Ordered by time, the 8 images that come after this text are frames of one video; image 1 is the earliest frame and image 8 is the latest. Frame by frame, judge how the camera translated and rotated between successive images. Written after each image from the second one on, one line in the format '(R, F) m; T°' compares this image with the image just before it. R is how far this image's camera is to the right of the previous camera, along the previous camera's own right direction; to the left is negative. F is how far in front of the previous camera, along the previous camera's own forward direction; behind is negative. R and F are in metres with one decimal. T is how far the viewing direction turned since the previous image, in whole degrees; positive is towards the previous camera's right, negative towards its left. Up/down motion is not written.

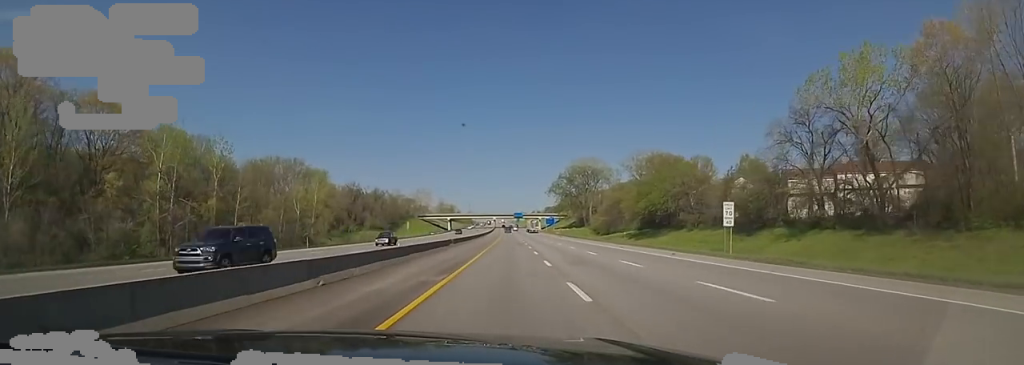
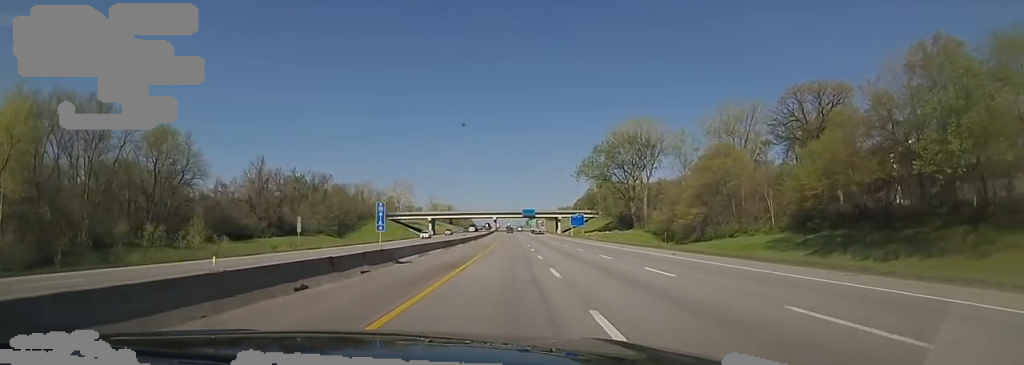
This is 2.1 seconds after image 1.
(-0.3, +73.8) m; 0°
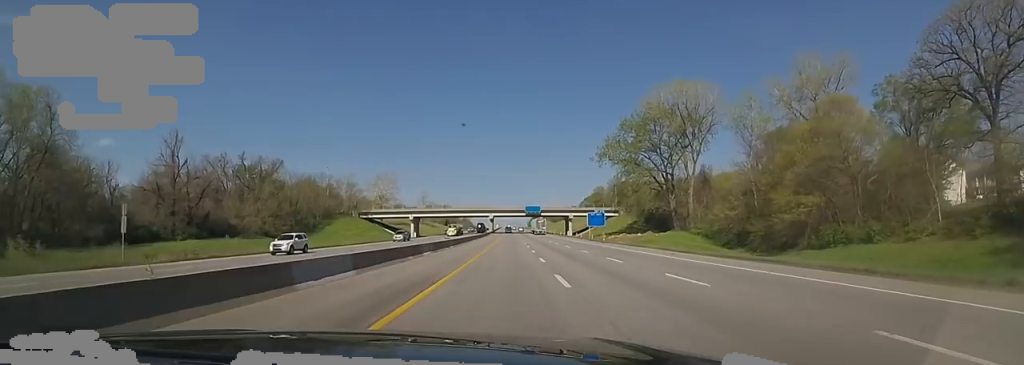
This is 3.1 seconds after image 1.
(-1.3, +32.0) m; 0°
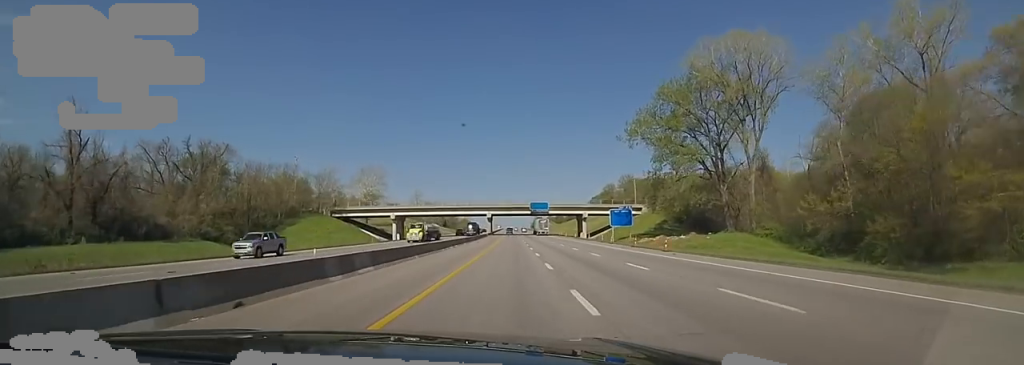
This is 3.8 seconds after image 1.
(+0.7, +24.1) m; 0°
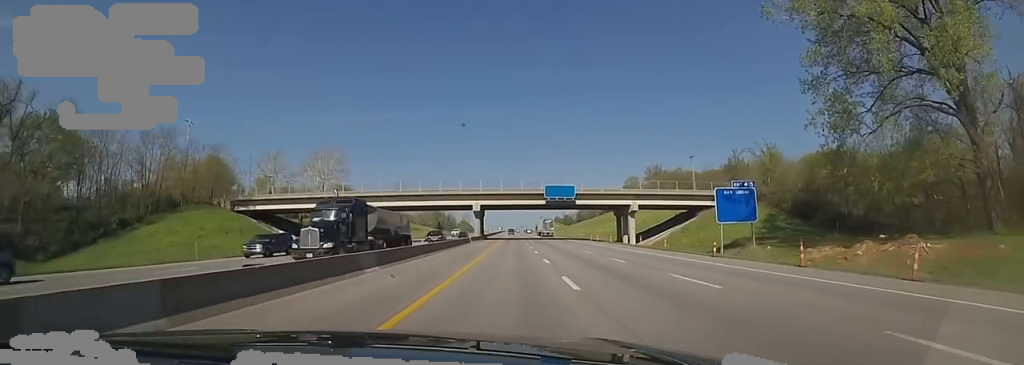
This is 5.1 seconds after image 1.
(-0.8, +45.8) m; -2°
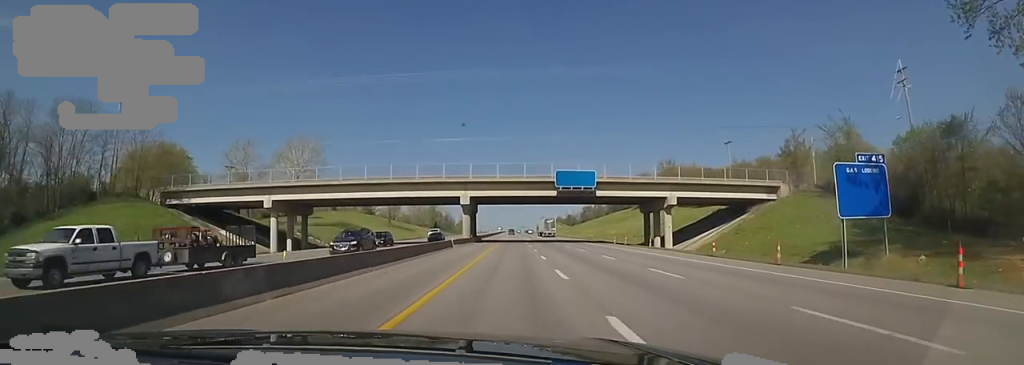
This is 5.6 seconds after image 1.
(0.0, +17.2) m; +1°
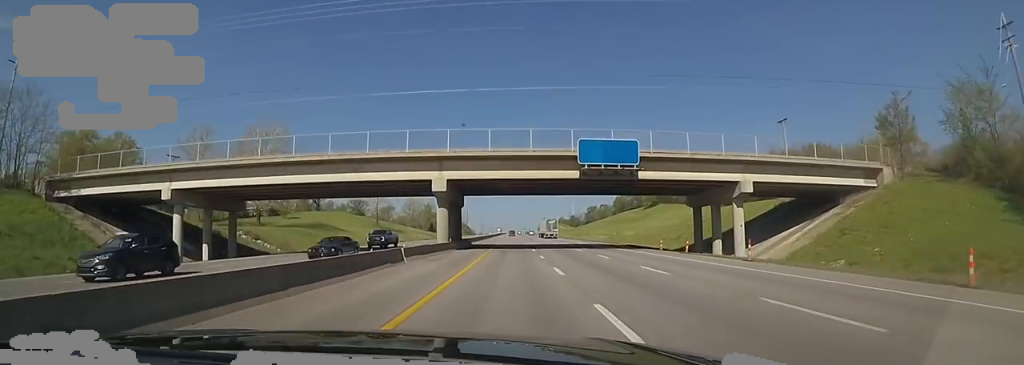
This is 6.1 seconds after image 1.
(-0.3, +18.3) m; +1°
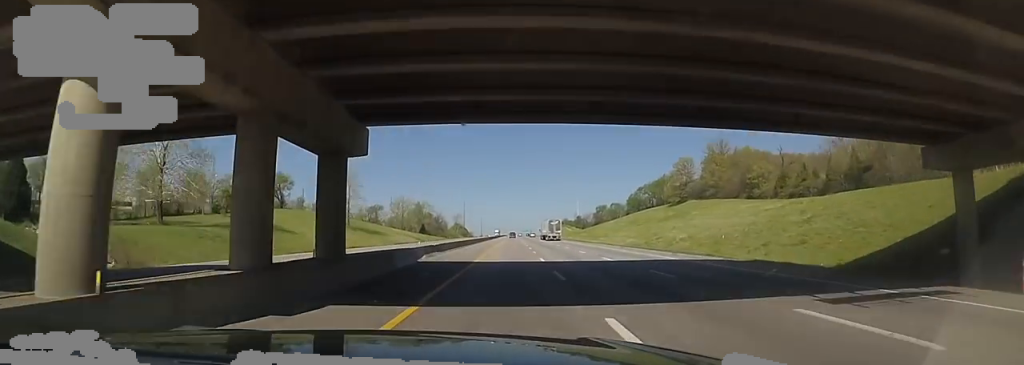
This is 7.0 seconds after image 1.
(+1.3, +31.2) m; 0°
